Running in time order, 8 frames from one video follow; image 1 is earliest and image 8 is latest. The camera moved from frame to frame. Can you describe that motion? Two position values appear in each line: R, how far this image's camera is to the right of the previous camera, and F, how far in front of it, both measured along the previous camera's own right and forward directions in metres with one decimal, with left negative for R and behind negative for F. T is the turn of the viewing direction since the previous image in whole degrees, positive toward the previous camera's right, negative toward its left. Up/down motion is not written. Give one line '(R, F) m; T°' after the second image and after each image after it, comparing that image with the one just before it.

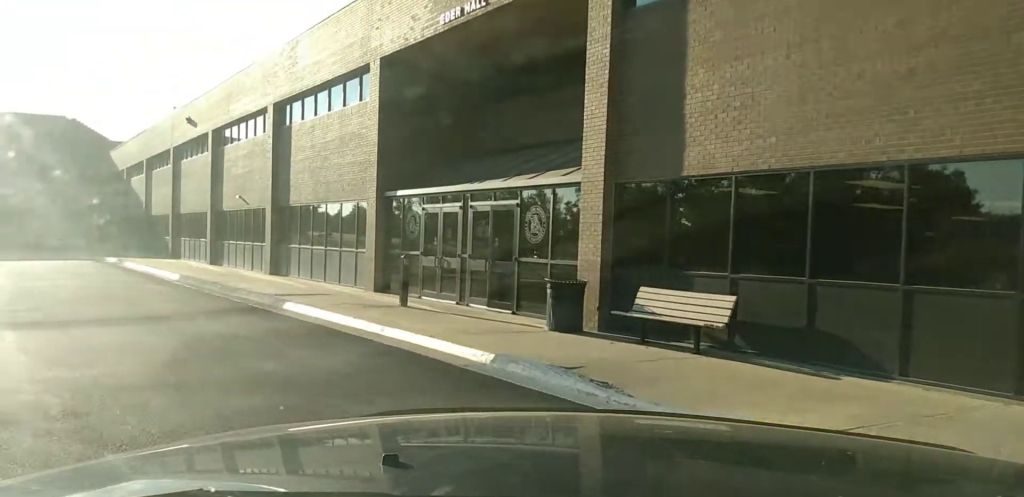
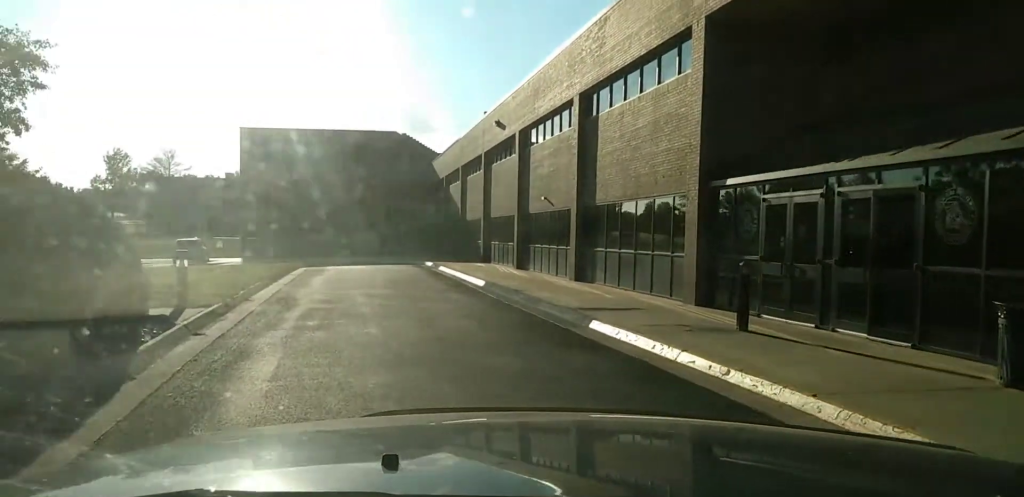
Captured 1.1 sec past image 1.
(-0.6, +3.1) m; -18°
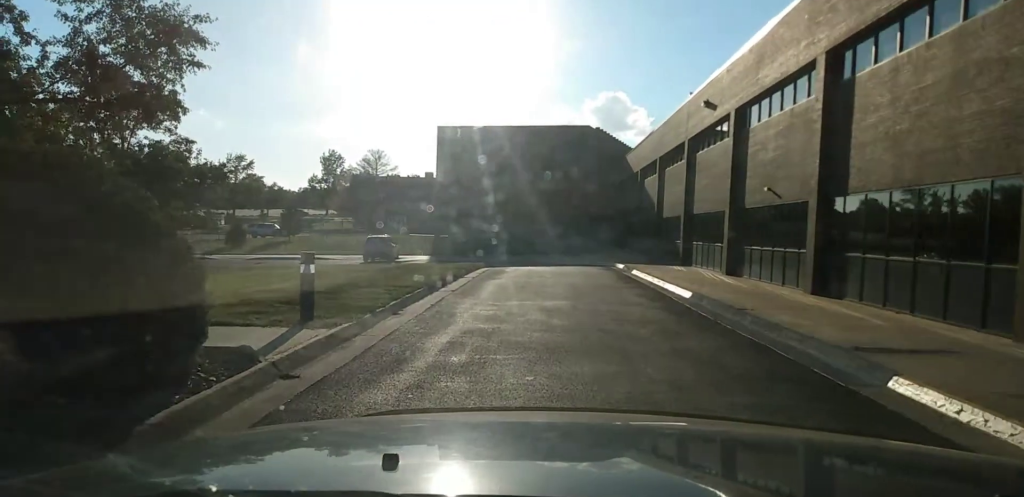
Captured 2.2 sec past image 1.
(-0.4, +4.1) m; -7°
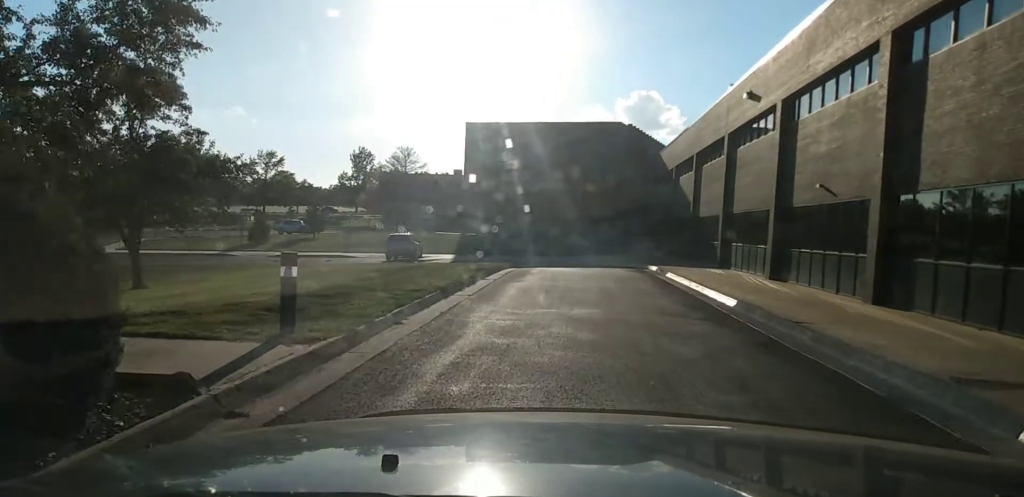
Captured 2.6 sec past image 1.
(0.0, +2.0) m; -1°
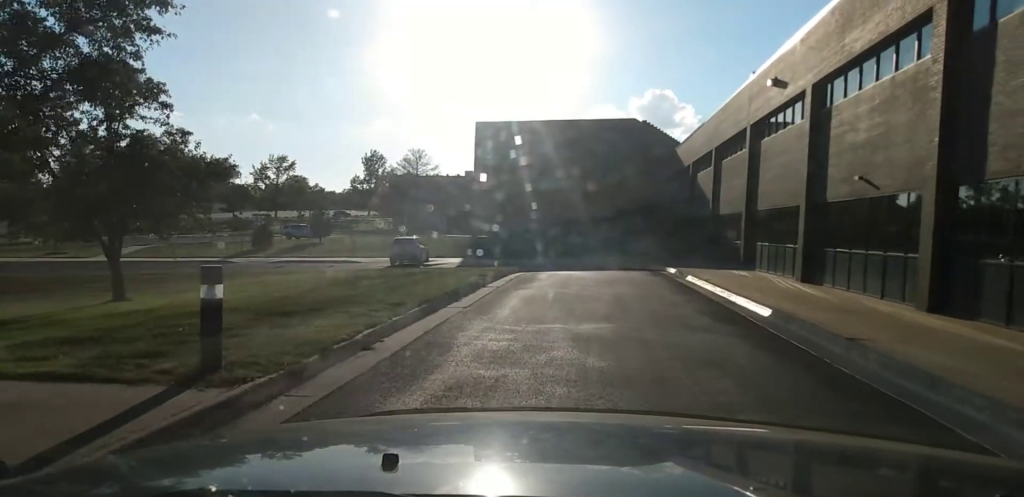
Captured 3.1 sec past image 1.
(0.0, +1.9) m; -1°
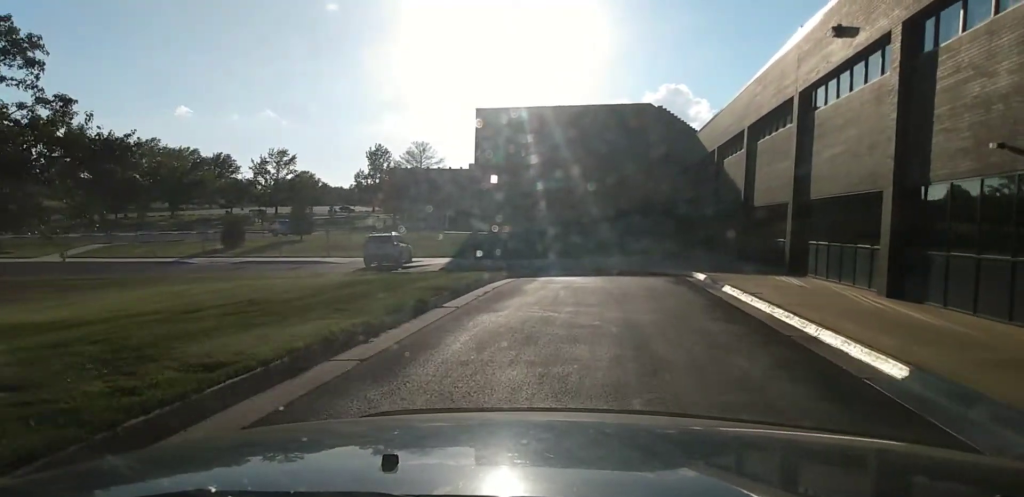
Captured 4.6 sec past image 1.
(-0.1, +7.0) m; 0°
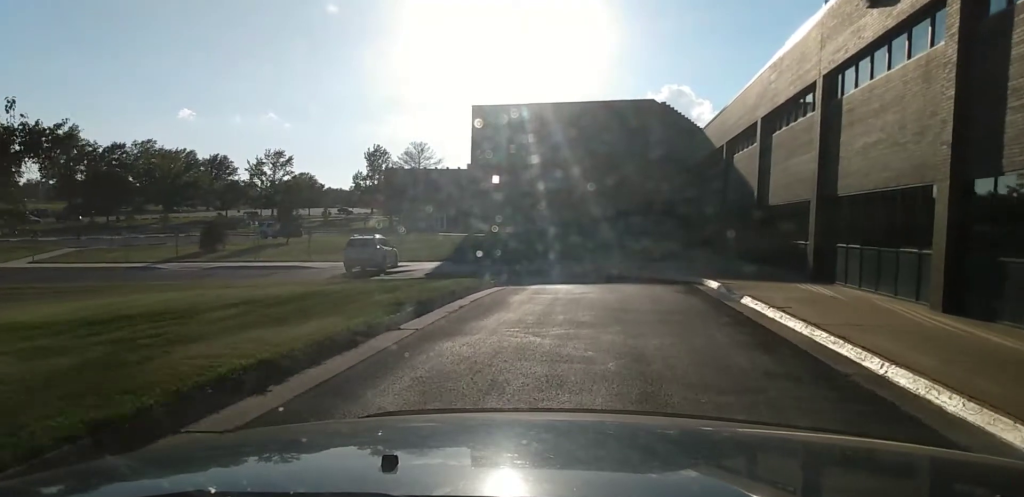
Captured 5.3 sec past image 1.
(0.0, +3.0) m; 0°
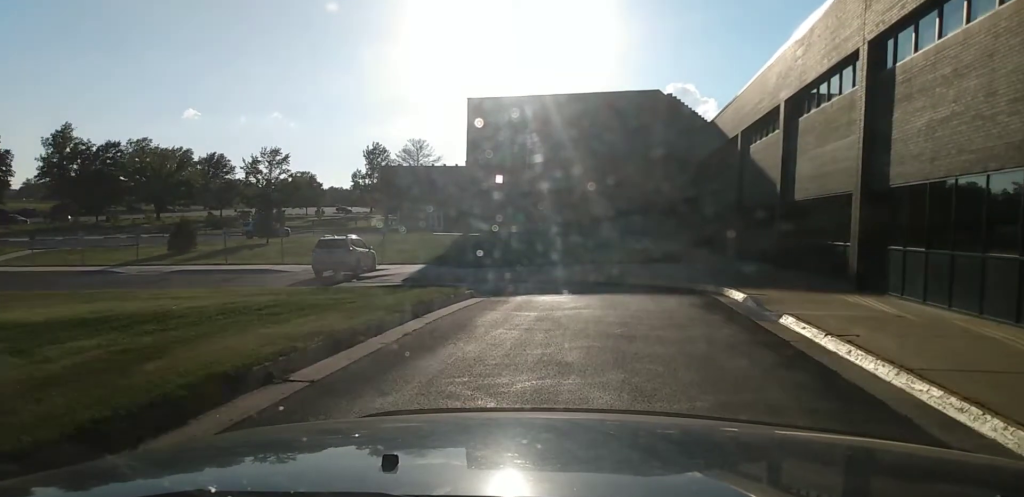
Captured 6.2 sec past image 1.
(0.0, +4.1) m; 0°
